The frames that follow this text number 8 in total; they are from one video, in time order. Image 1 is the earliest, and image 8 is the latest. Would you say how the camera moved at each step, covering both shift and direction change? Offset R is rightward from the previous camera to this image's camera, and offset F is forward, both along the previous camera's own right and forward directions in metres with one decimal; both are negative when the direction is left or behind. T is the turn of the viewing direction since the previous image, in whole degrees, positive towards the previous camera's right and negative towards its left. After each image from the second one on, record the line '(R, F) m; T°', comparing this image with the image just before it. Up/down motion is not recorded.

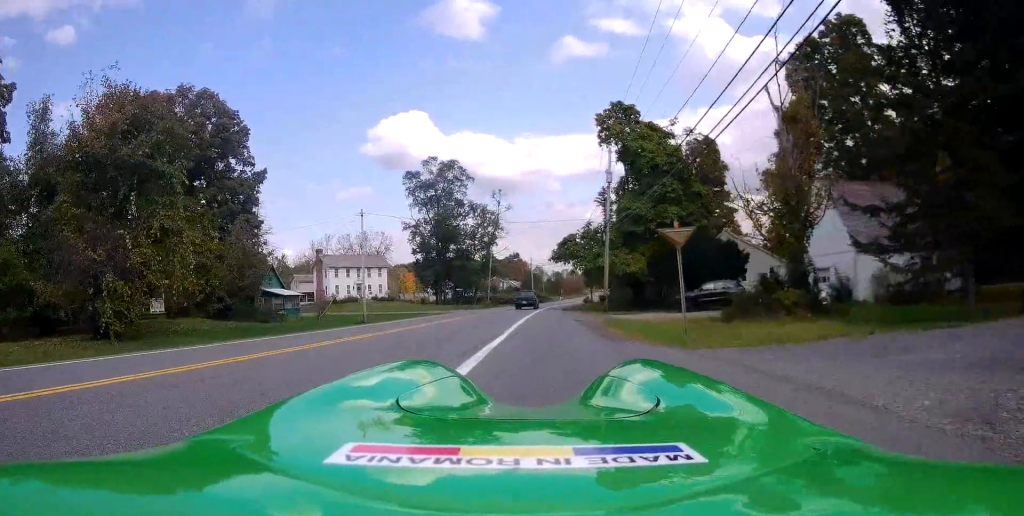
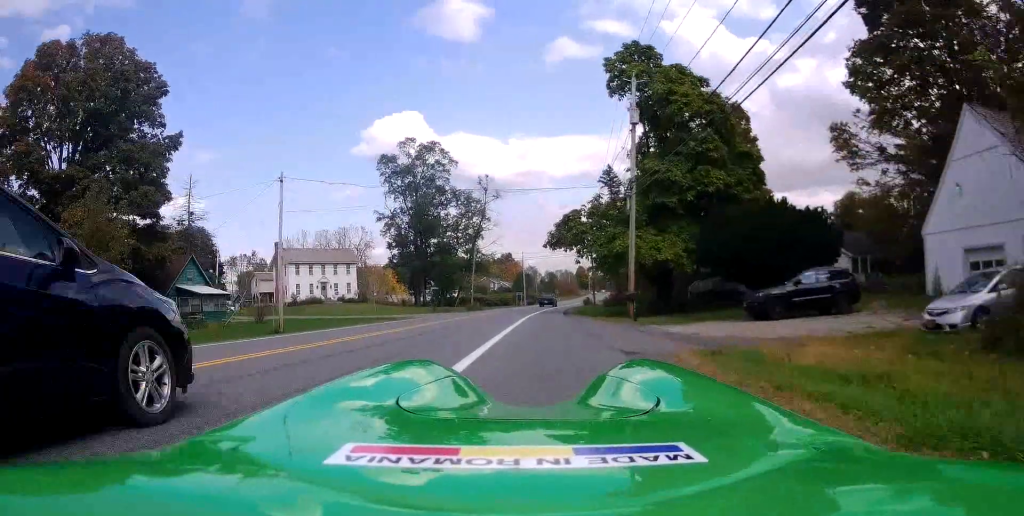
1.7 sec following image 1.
(+0.1, +13.6) m; 0°
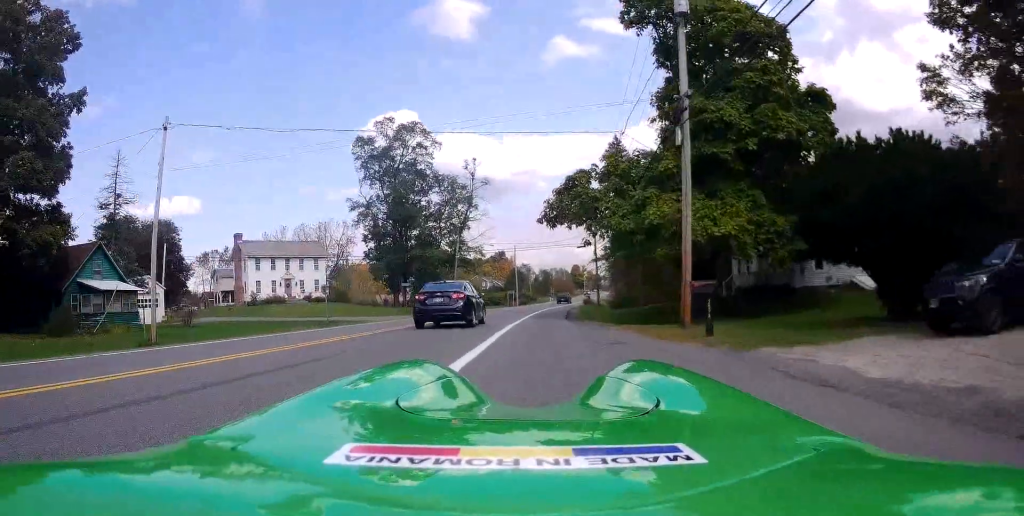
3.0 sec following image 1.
(-0.4, +11.1) m; -1°
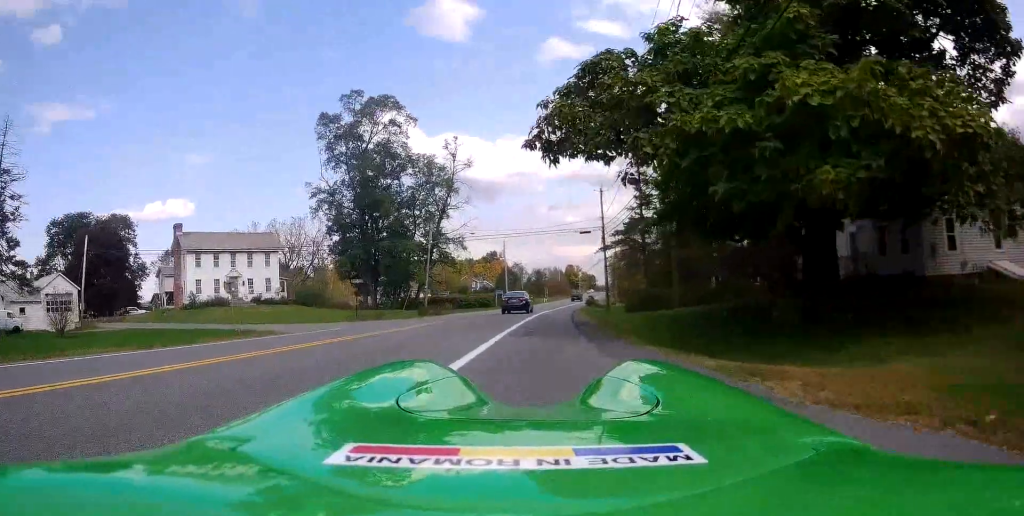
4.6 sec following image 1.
(+0.2, +13.5) m; 0°
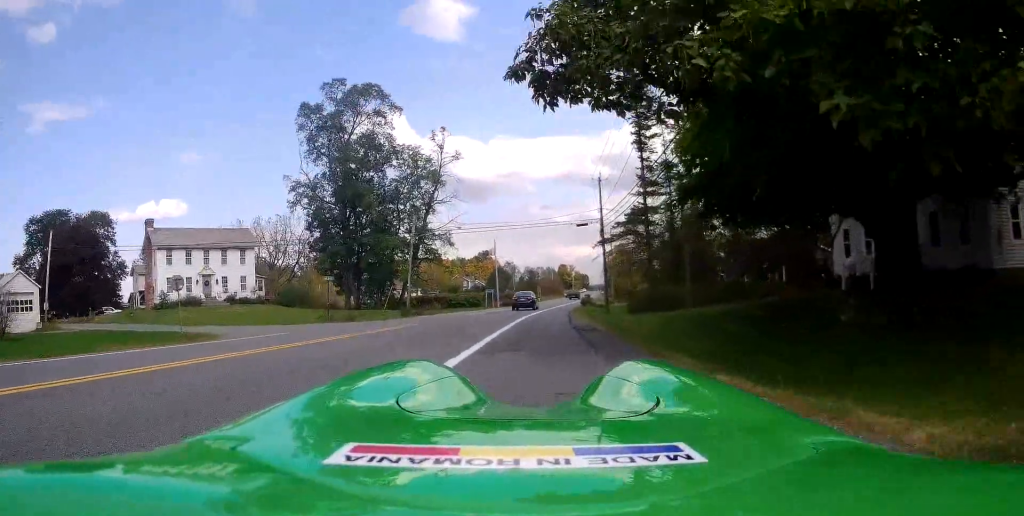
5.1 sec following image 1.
(-0.2, +4.4) m; 0°
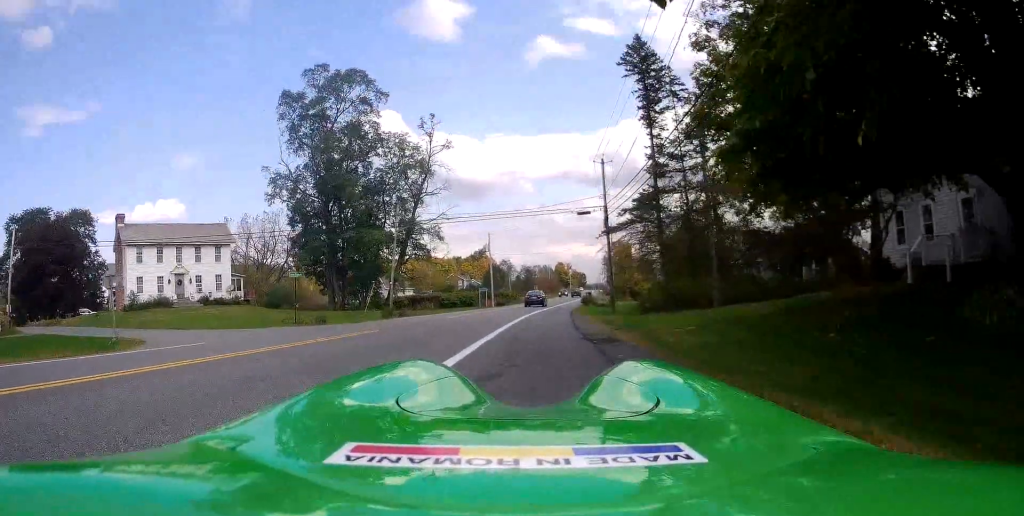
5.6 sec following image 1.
(+0.2, +4.9) m; +1°
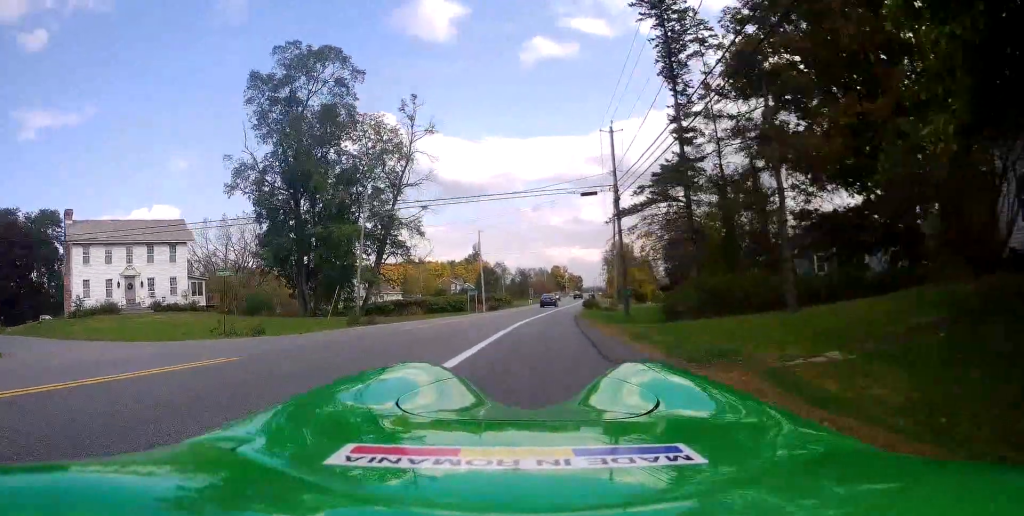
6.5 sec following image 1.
(+0.1, +7.5) m; +1°
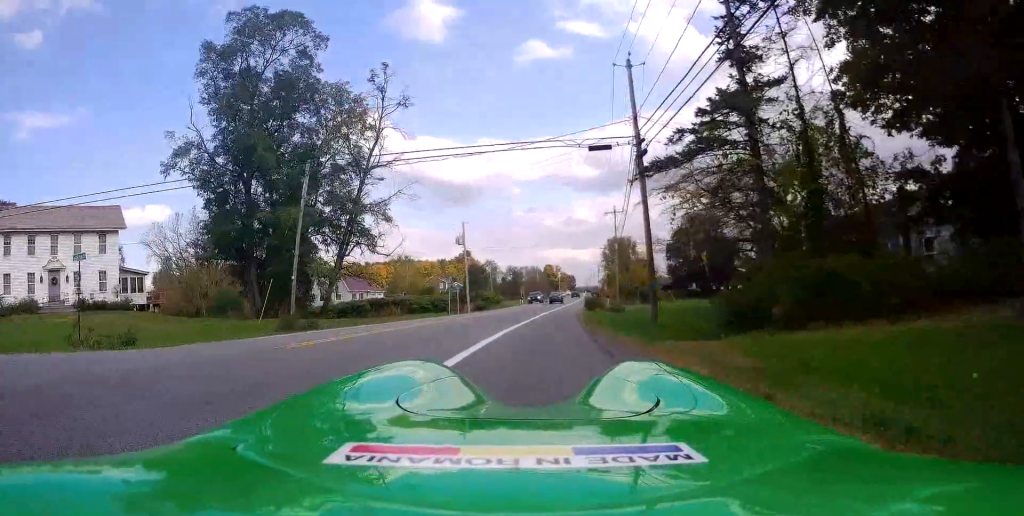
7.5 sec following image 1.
(0.0, +9.2) m; -1°
